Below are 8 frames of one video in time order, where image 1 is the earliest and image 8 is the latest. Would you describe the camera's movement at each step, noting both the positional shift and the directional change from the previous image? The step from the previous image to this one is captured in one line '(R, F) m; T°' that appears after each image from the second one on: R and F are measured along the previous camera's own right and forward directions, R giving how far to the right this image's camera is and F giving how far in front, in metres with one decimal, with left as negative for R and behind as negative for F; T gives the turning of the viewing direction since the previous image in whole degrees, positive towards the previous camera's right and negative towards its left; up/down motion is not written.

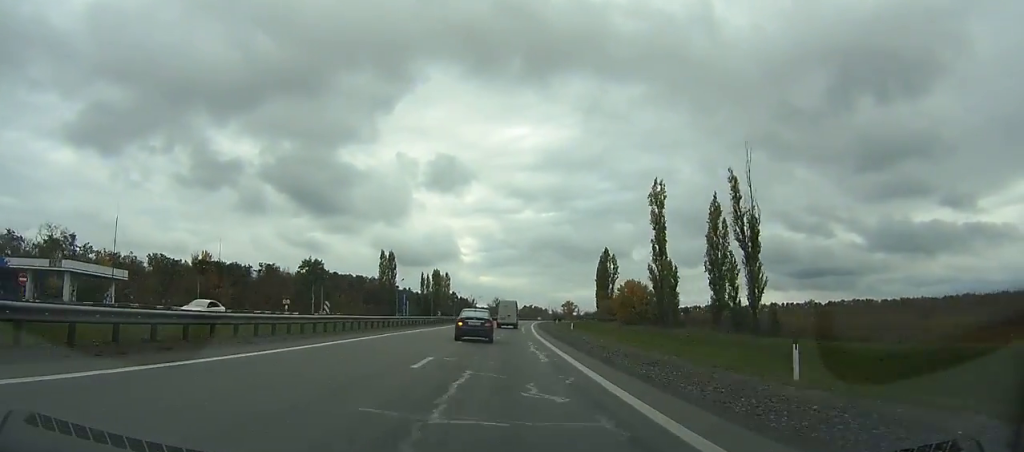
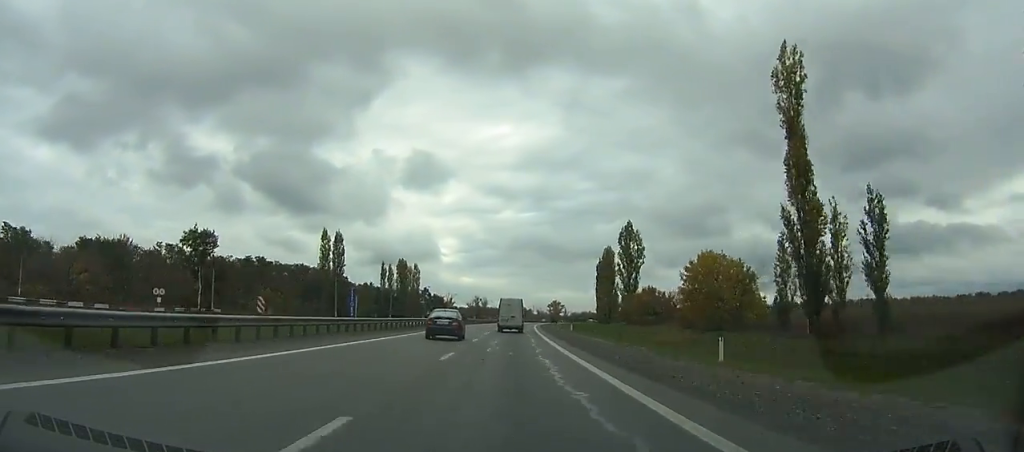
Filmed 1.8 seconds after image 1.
(+0.6, +45.7) m; +2°
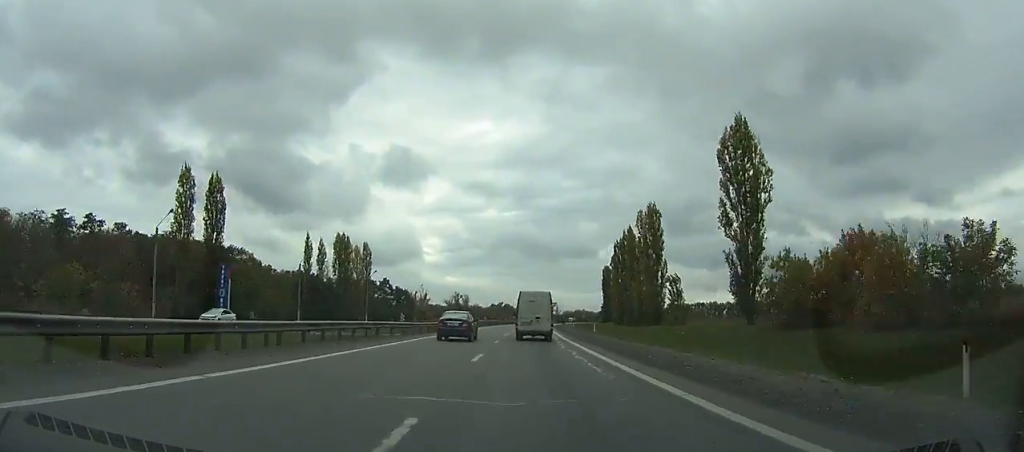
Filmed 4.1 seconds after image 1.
(+1.2, +59.1) m; +2°
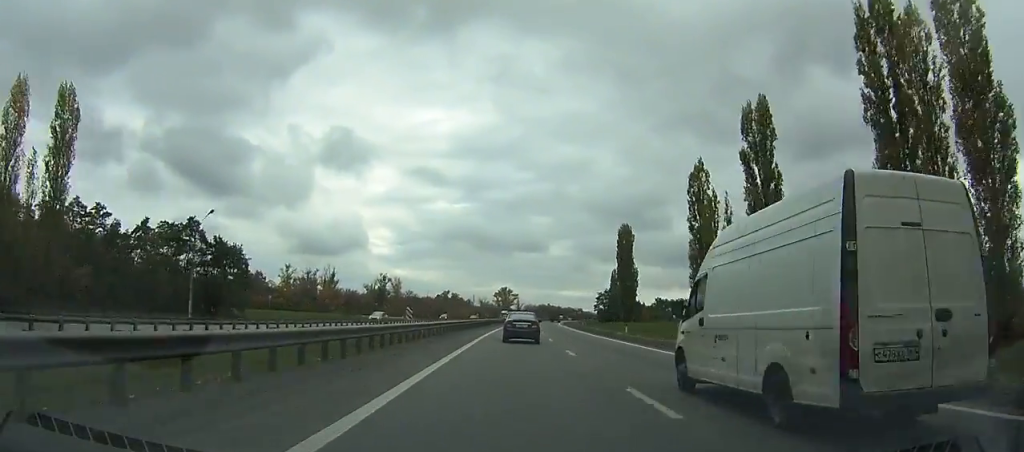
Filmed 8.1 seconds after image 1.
(+2.5, +104.5) m; +4°
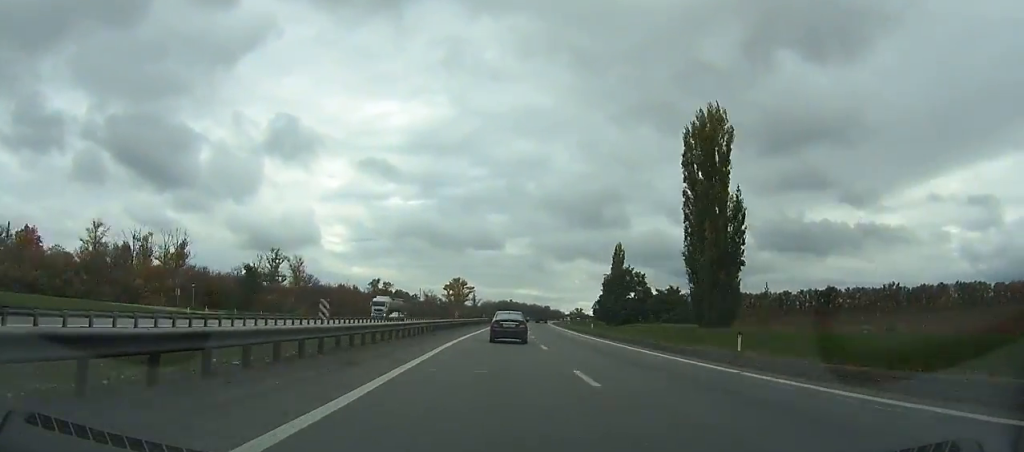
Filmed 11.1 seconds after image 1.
(+3.3, +80.6) m; +4°
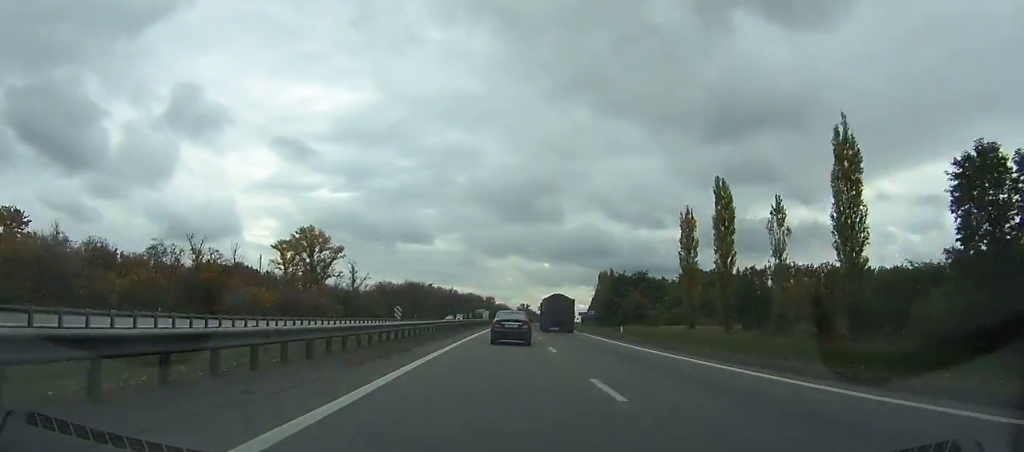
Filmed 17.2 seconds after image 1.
(+9.9, +168.9) m; +8°
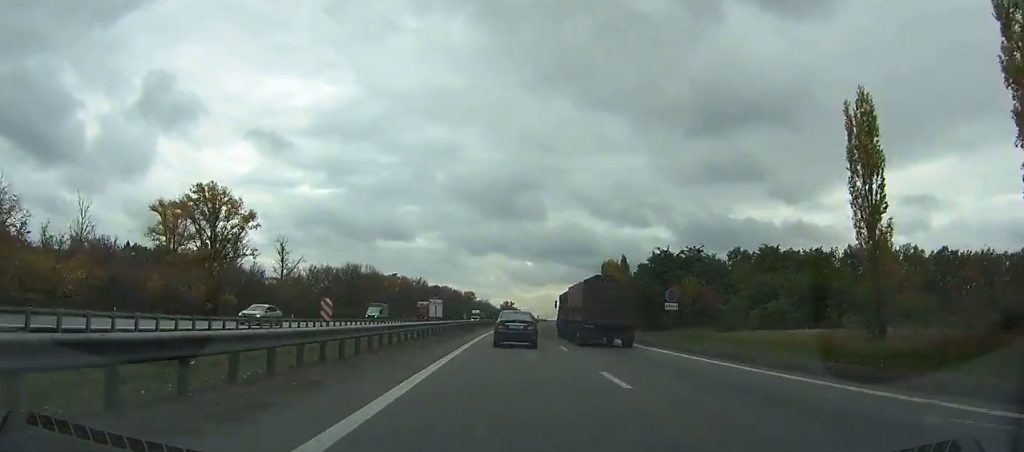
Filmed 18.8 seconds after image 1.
(+1.9, +44.8) m; +2°
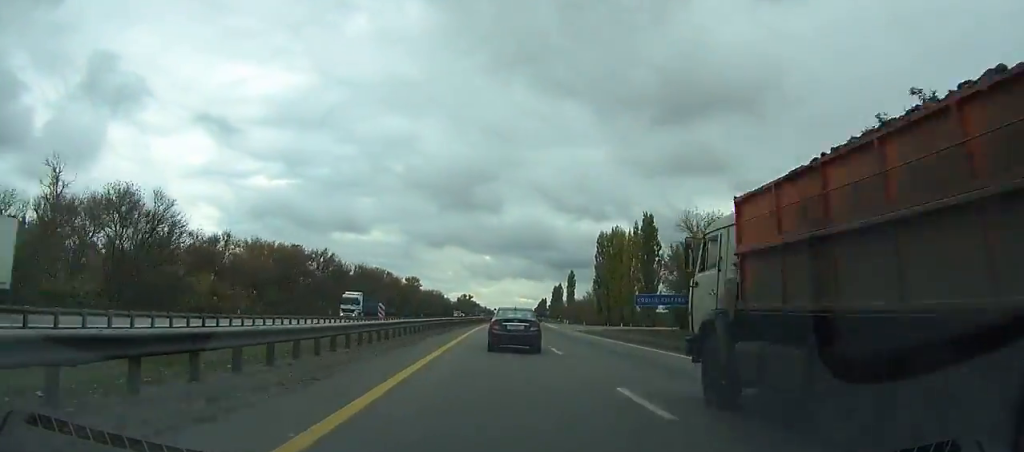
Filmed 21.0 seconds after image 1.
(+1.5, +61.8) m; +2°
